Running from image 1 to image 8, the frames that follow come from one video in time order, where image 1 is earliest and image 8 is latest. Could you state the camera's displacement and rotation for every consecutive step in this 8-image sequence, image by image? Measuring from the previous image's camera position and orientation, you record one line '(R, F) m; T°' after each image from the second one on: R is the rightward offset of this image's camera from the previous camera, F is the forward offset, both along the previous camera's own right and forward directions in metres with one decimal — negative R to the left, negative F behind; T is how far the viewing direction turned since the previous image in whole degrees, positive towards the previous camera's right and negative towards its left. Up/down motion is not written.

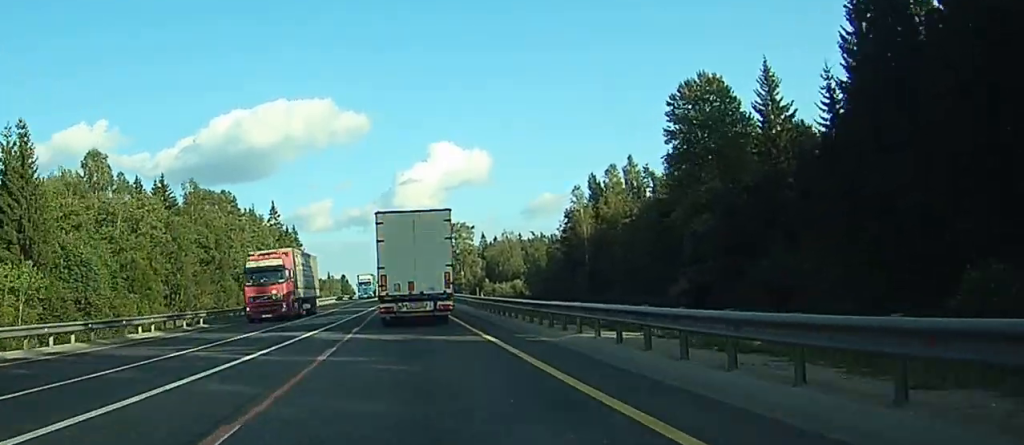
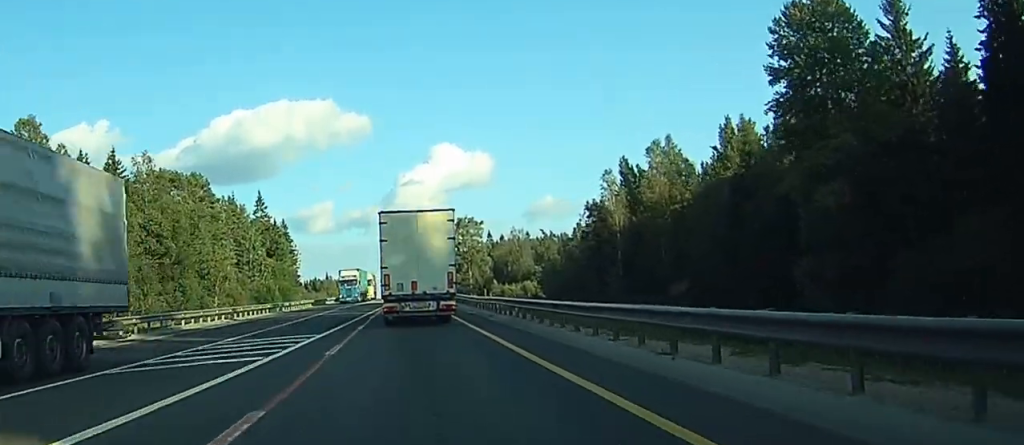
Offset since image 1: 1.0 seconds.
(0.0, +23.6) m; 0°
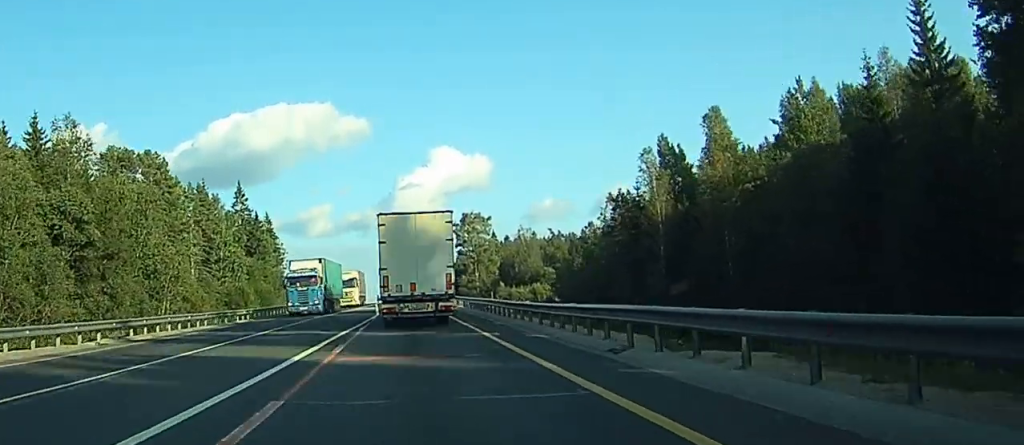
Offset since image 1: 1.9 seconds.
(0.0, +23.2) m; 0°
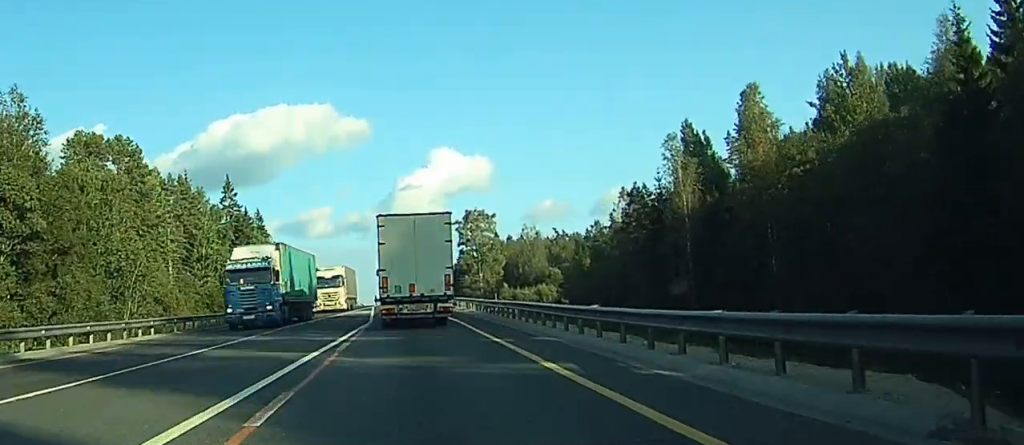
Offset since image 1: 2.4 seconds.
(0.0, +11.1) m; 0°
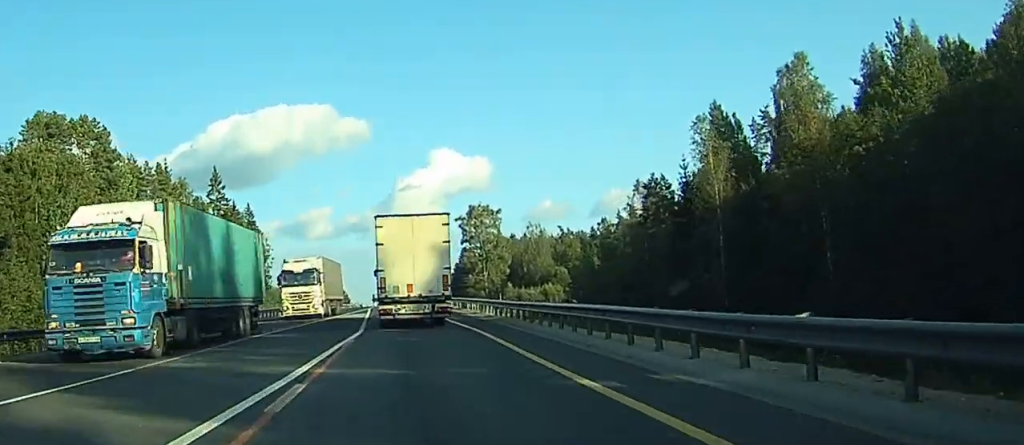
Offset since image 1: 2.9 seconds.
(0.0, +10.9) m; 0°
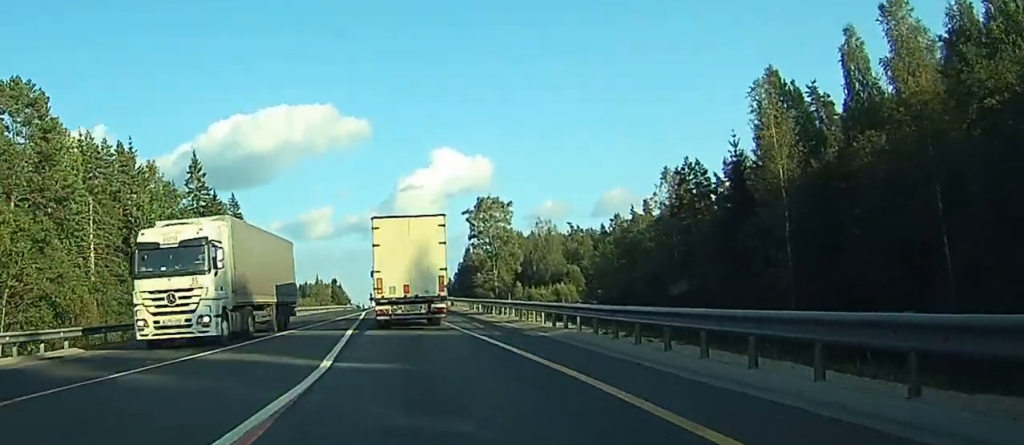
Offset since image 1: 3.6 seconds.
(0.0, +16.2) m; 0°
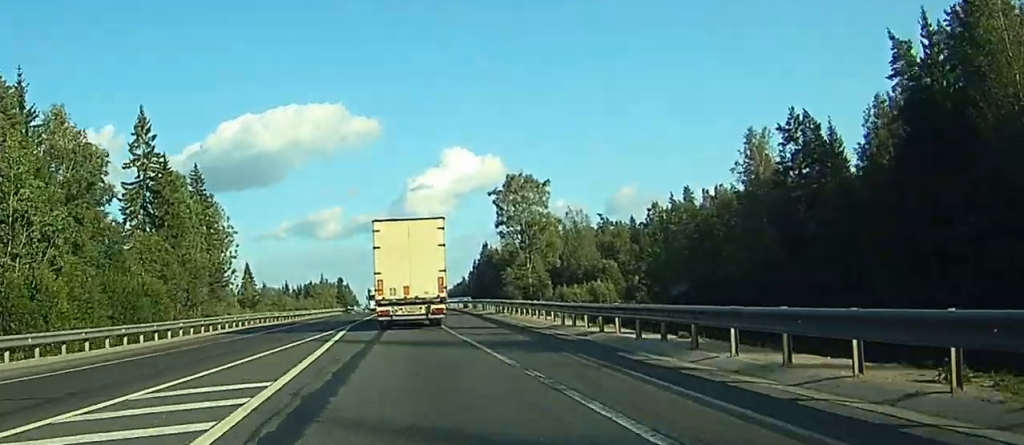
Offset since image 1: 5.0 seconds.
(-0.2, +32.4) m; -1°
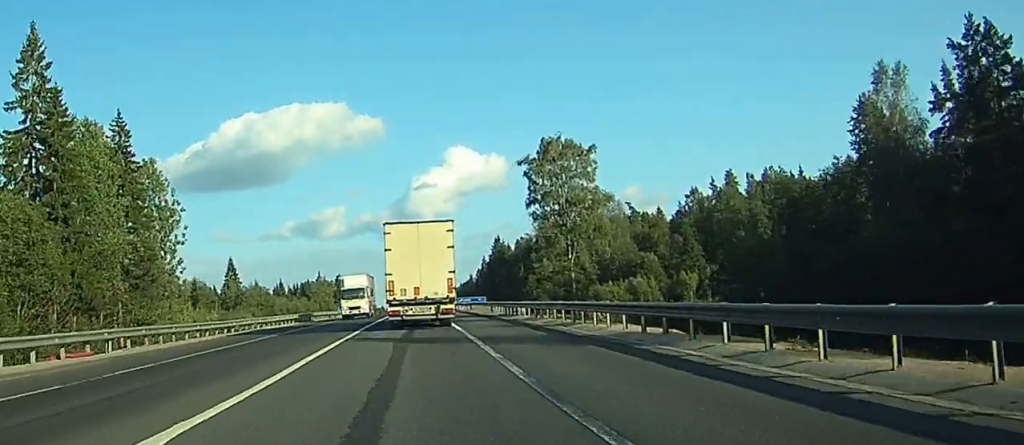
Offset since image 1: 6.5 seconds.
(-0.5, +32.4) m; -1°
